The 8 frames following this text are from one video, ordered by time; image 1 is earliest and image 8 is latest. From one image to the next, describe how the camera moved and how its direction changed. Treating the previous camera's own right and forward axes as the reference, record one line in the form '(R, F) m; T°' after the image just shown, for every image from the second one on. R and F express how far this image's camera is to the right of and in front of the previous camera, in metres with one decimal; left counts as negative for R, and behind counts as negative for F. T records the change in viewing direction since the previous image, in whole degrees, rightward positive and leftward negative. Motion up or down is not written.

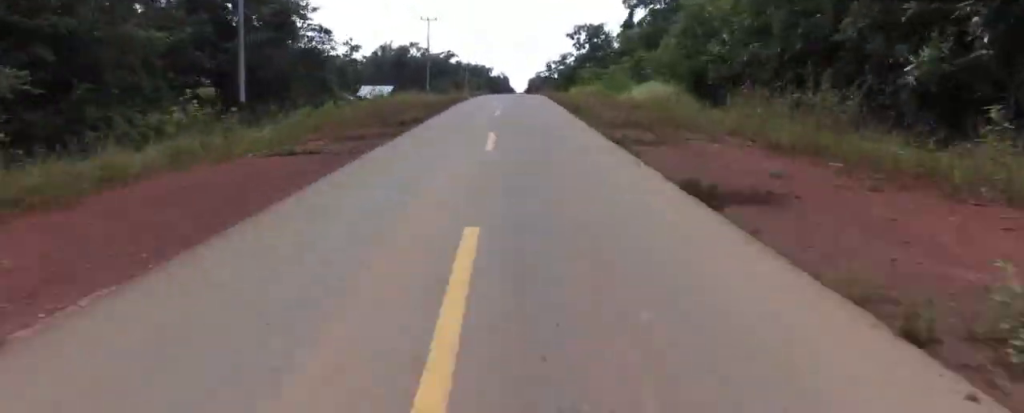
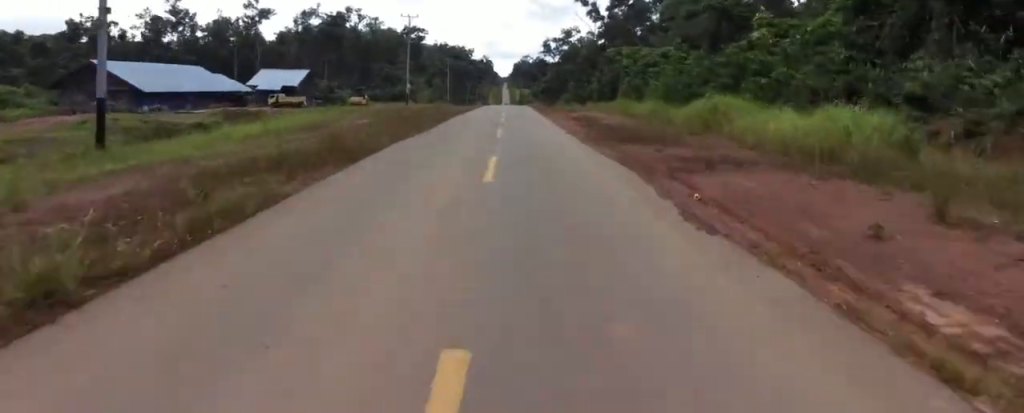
(+0.7, +58.8) m; +1°
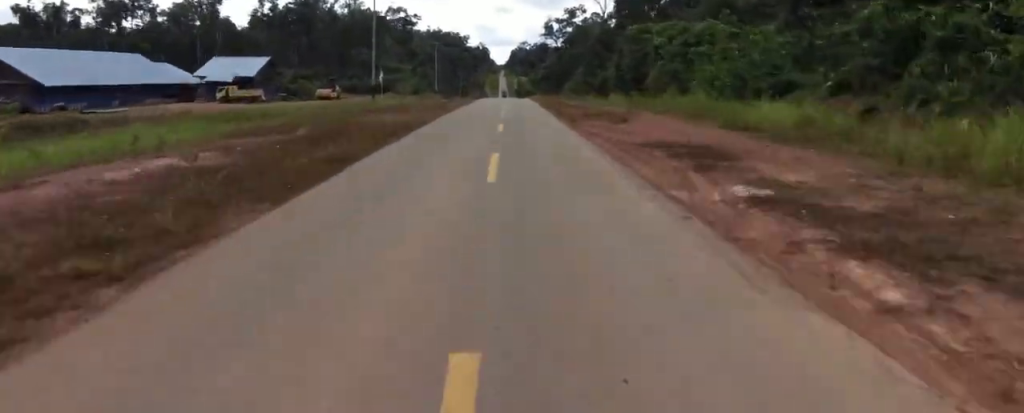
(-0.5, +16.2) m; 0°
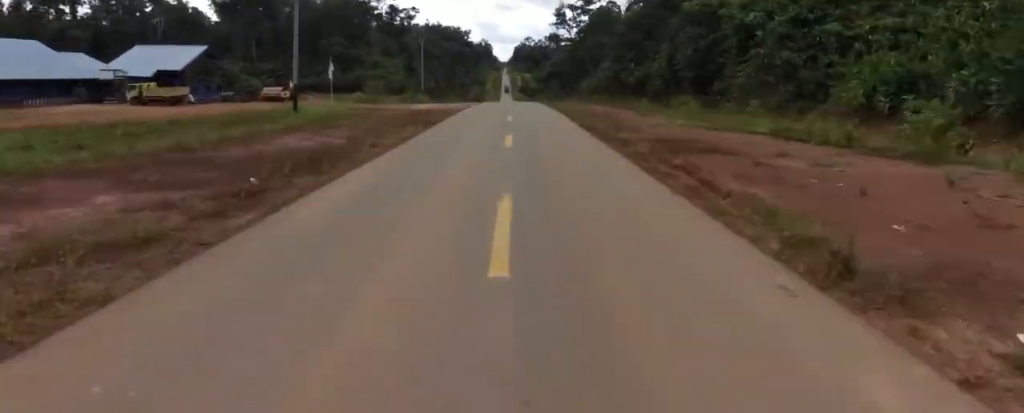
(0.0, +19.2) m; +1°
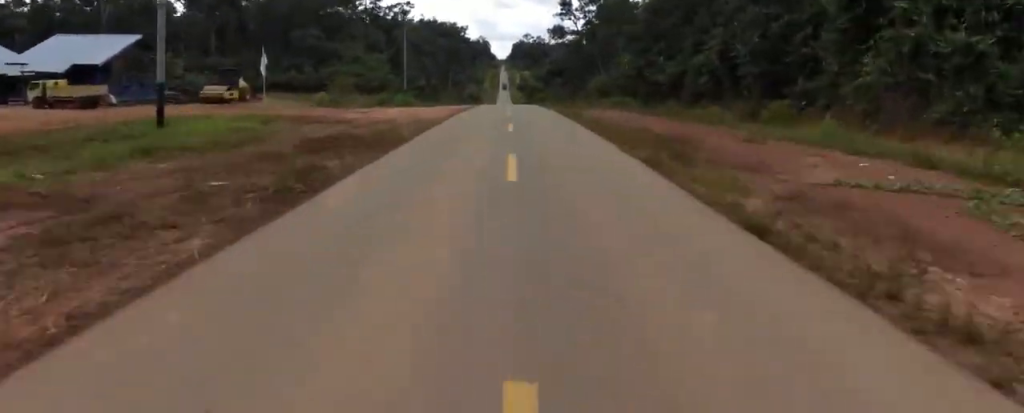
(+0.5, +11.5) m; +2°
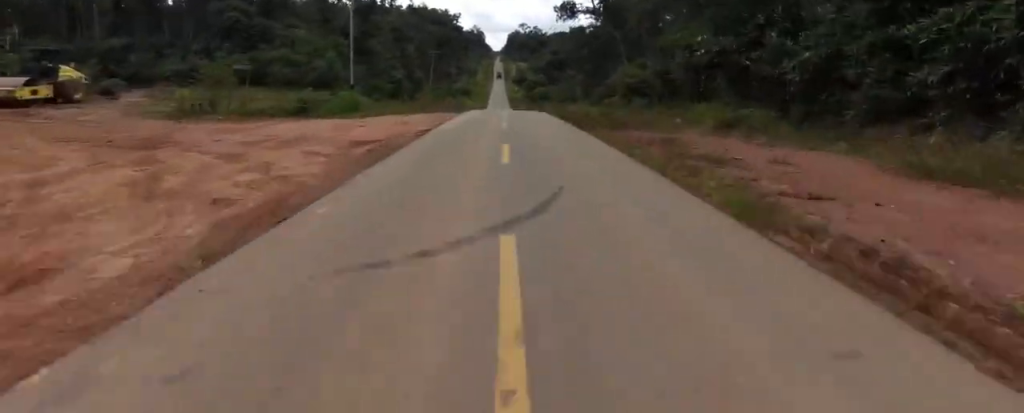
(0.0, +21.8) m; -1°
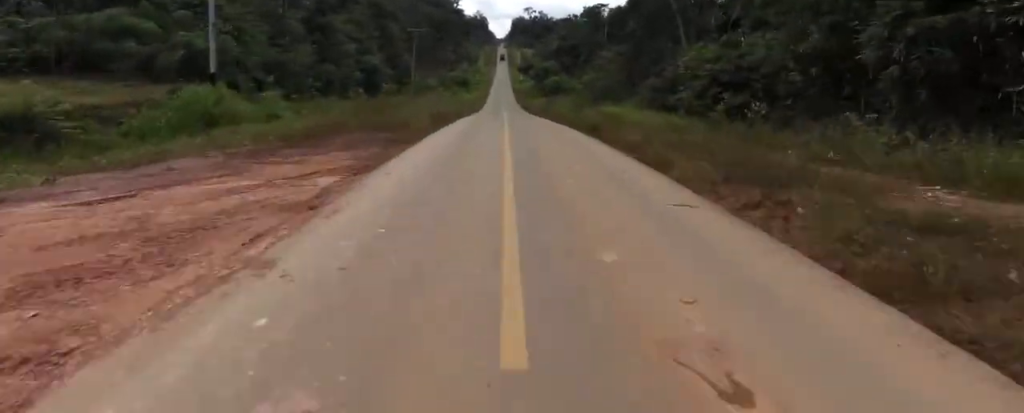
(-0.5, +21.9) m; -2°
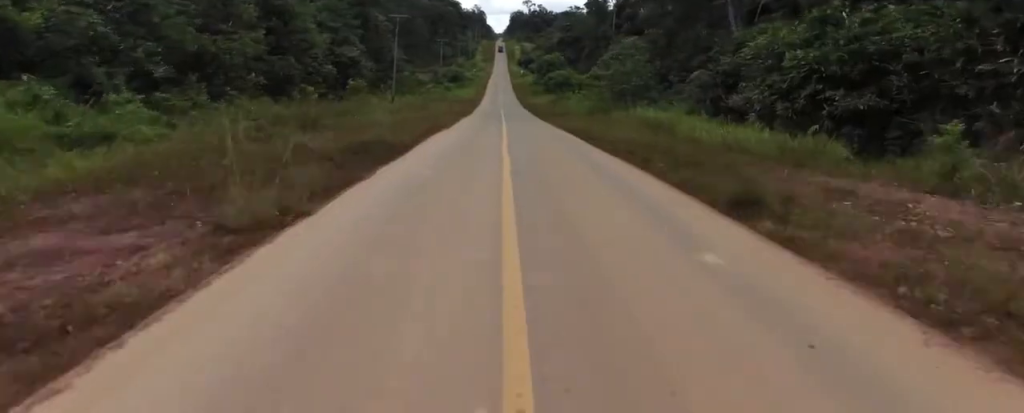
(-0.1, +11.8) m; -1°
